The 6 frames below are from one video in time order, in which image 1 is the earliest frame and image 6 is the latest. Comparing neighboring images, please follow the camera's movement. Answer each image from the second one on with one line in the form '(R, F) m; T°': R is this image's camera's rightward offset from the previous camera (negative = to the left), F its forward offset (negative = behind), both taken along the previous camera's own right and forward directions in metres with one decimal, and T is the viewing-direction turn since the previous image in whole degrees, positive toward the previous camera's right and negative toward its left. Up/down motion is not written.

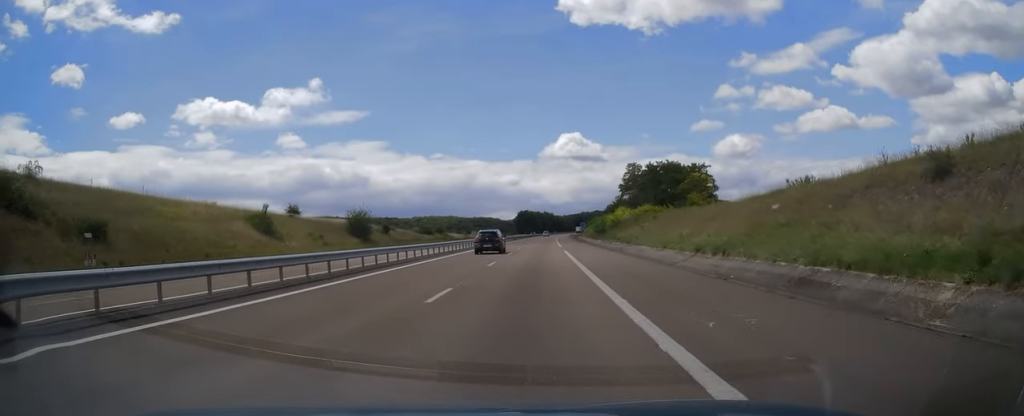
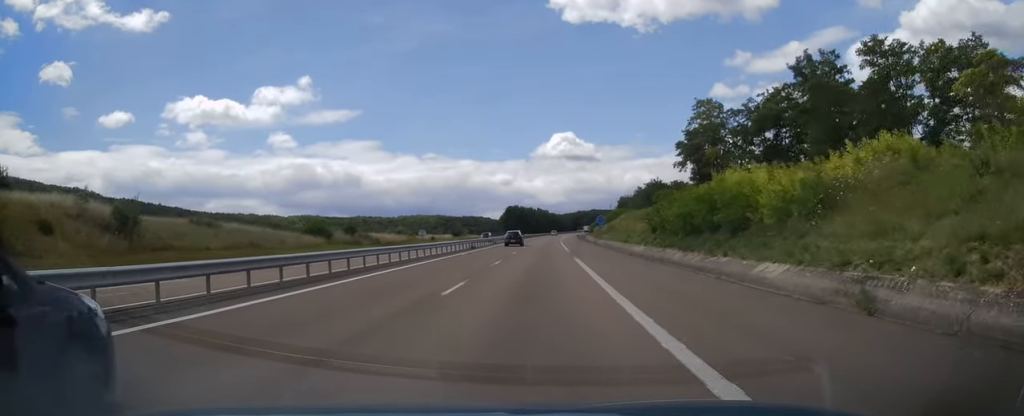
(+0.2, +62.8) m; 0°
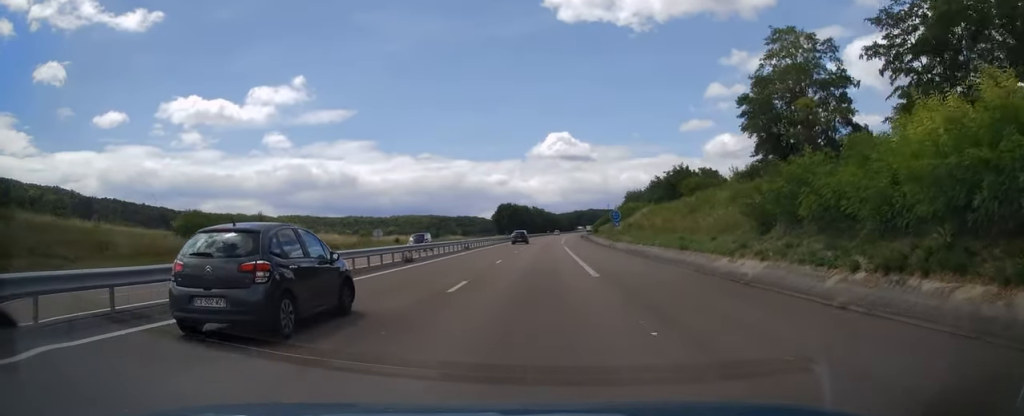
(+0.1, +24.3) m; 0°
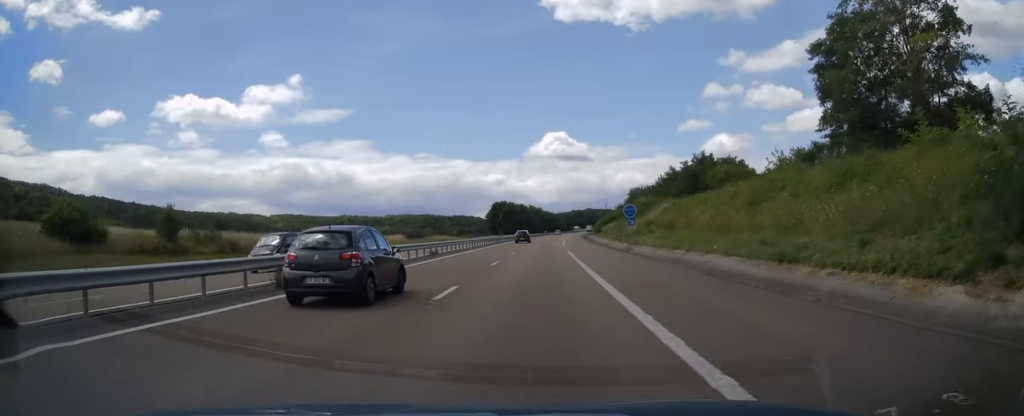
(-0.1, +13.9) m; 0°
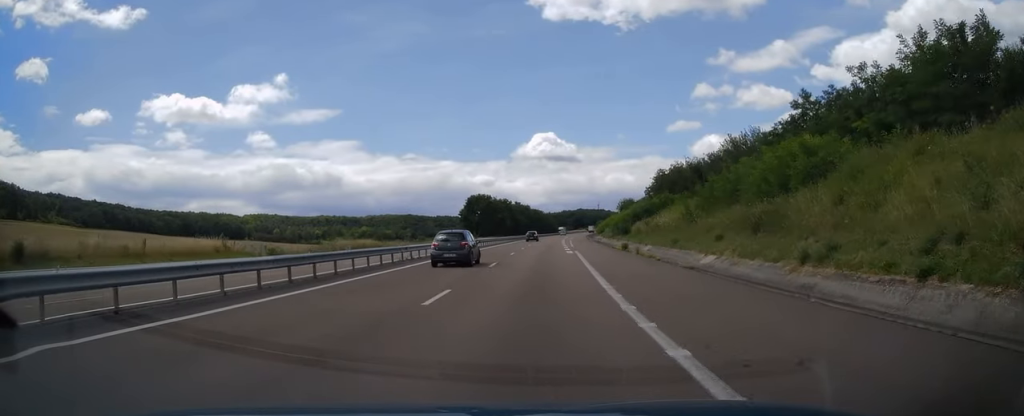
(+0.6, +48.1) m; +1°
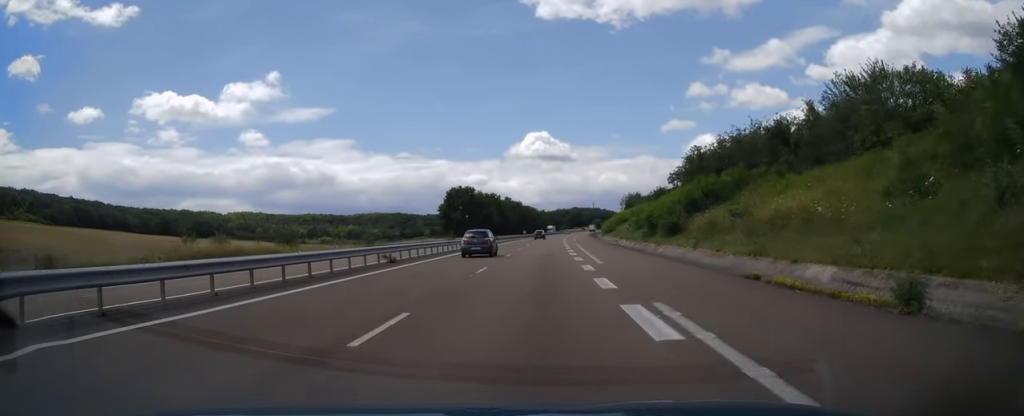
(+0.1, +25.7) m; +1°
